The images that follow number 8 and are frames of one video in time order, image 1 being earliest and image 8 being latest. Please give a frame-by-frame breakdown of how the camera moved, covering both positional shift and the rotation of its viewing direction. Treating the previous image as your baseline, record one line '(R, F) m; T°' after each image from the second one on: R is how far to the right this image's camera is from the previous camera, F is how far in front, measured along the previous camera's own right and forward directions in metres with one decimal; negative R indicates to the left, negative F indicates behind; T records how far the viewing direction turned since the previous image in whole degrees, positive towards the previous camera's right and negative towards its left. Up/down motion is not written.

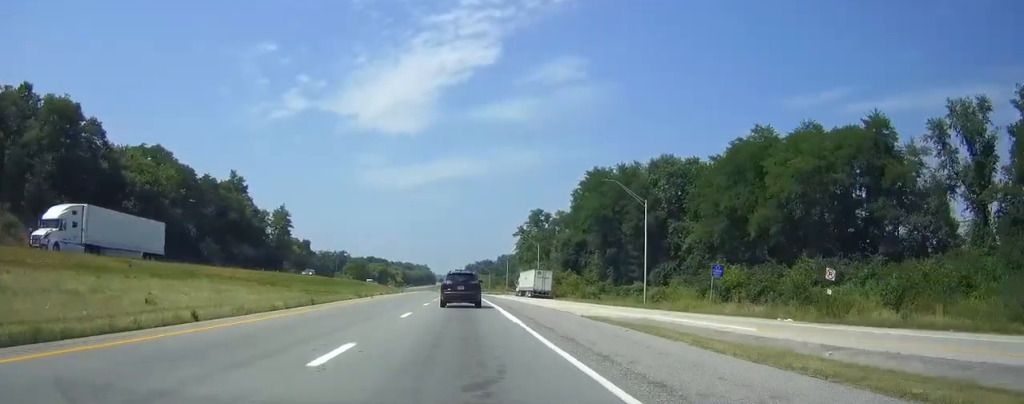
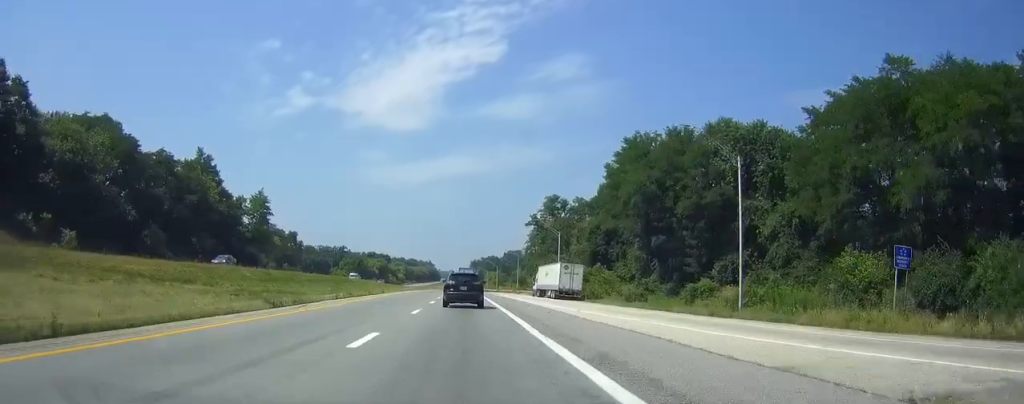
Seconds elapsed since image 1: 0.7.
(-0.2, +21.8) m; -1°
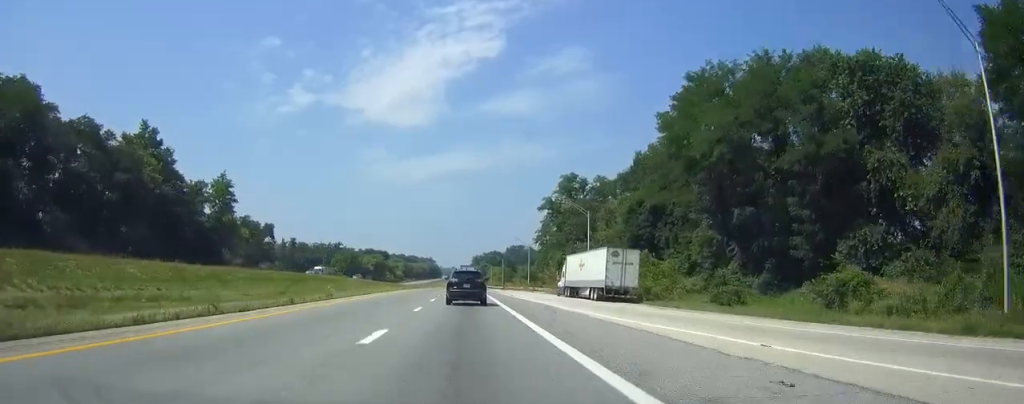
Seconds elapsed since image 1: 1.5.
(-0.2, +24.0) m; -1°
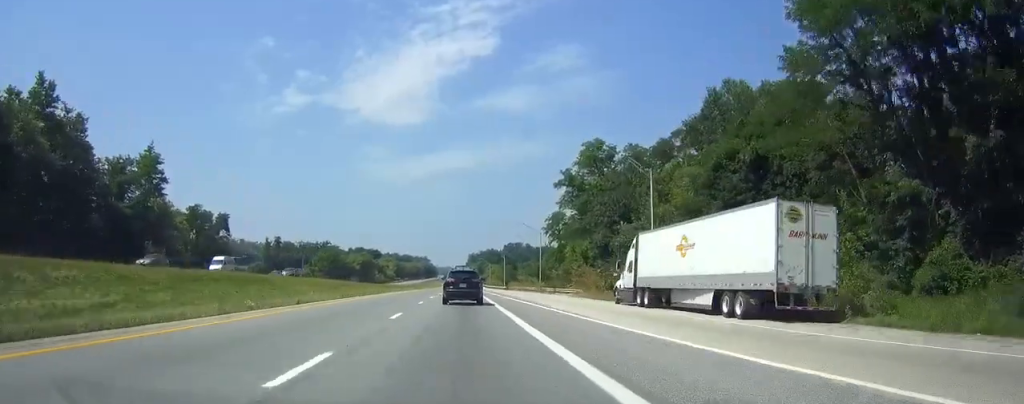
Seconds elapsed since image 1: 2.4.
(0.0, +29.4) m; 0°
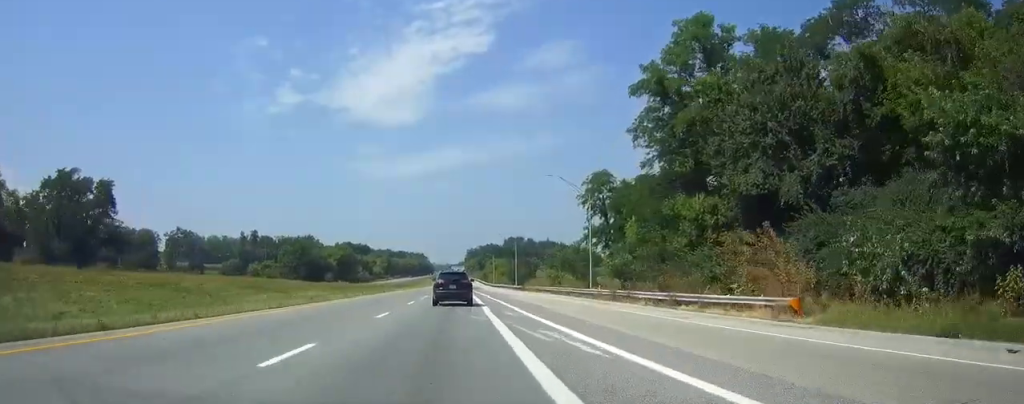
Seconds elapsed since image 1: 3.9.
(+0.1, +47.4) m; 0°
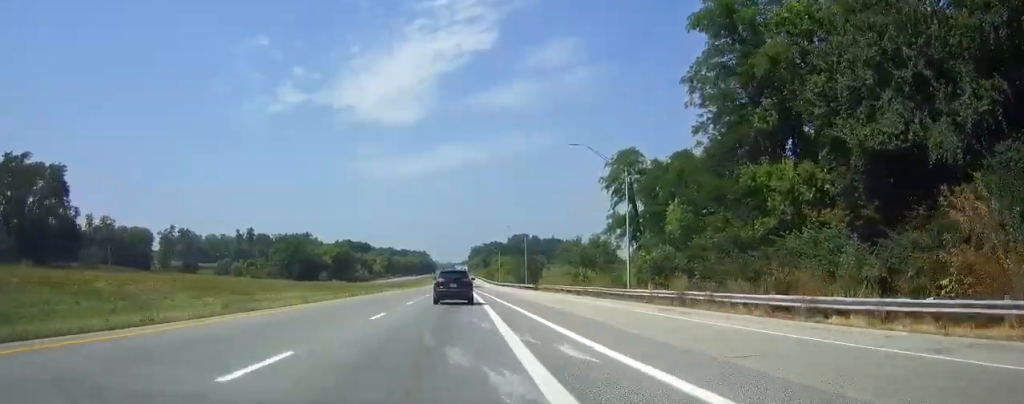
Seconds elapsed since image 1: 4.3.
(0.0, +13.7) m; 0°
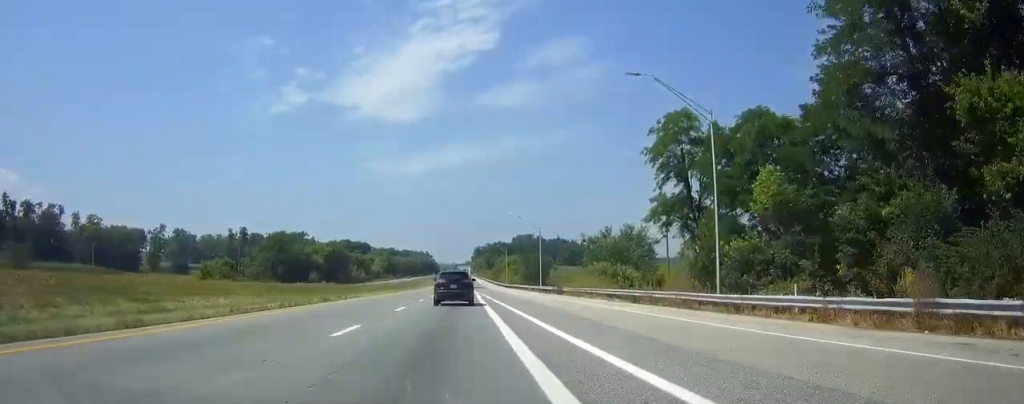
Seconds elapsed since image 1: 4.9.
(0.0, +18.0) m; 0°
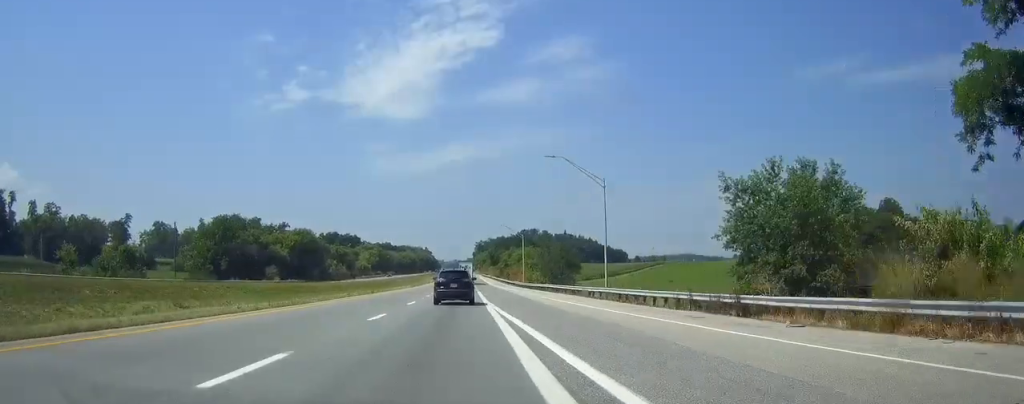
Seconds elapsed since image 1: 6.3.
(-0.2, +43.7) m; -1°
